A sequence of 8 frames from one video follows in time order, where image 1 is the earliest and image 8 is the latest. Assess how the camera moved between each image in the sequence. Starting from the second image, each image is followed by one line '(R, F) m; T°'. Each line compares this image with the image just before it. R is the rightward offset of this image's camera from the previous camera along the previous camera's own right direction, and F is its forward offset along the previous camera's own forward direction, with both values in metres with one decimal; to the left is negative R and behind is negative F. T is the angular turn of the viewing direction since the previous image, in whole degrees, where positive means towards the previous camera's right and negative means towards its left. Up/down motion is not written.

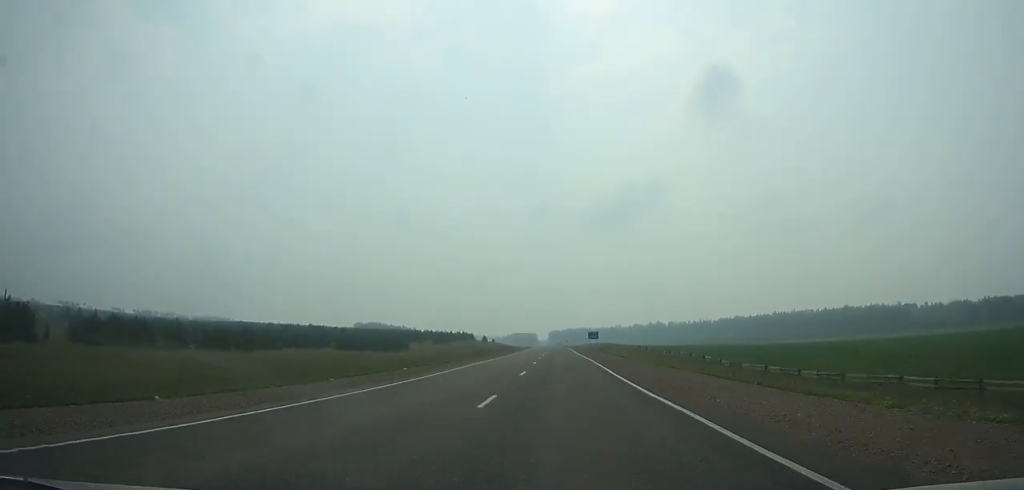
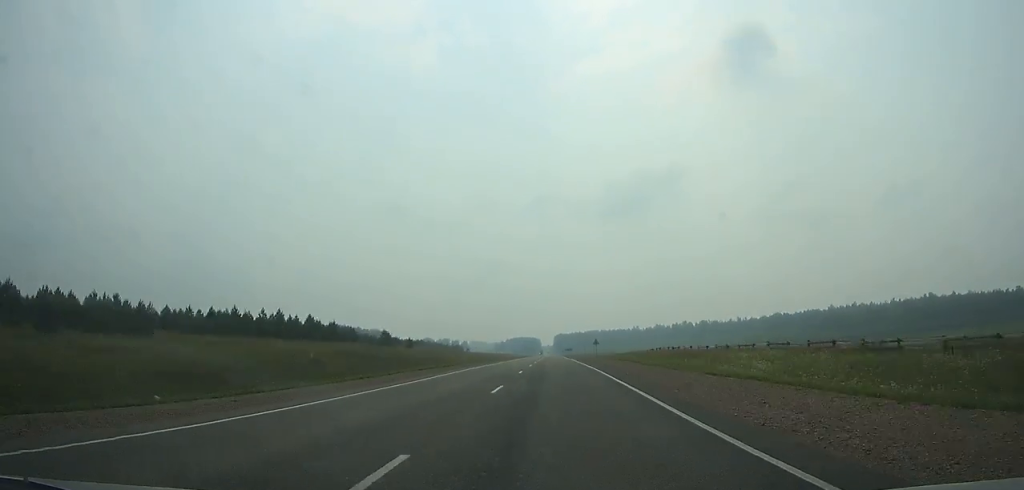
(-0.9, +145.1) m; 0°
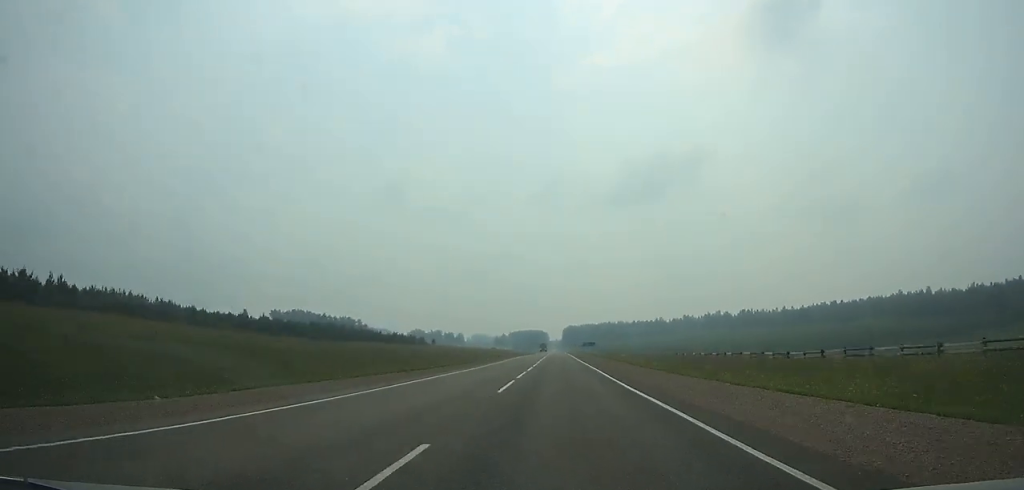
(-0.1, +114.6) m; 0°
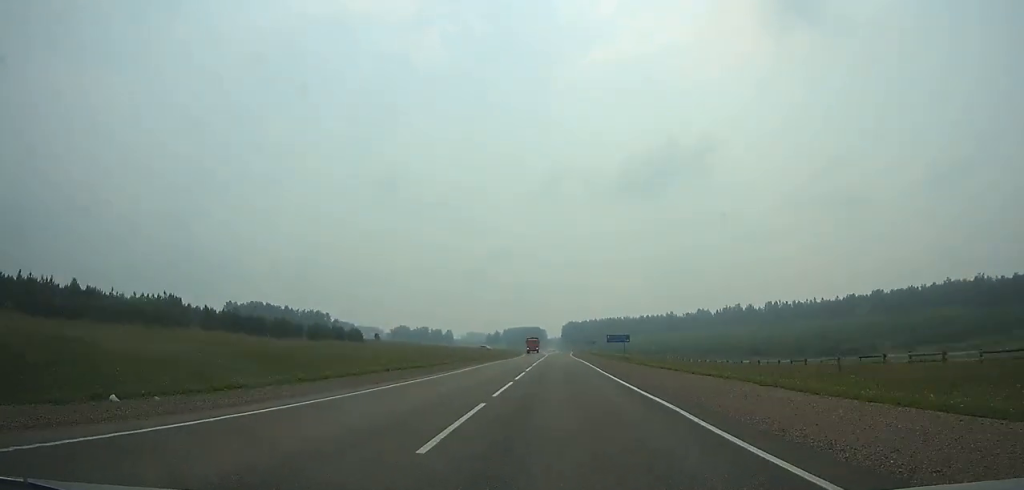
(-0.1, +71.7) m; 0°
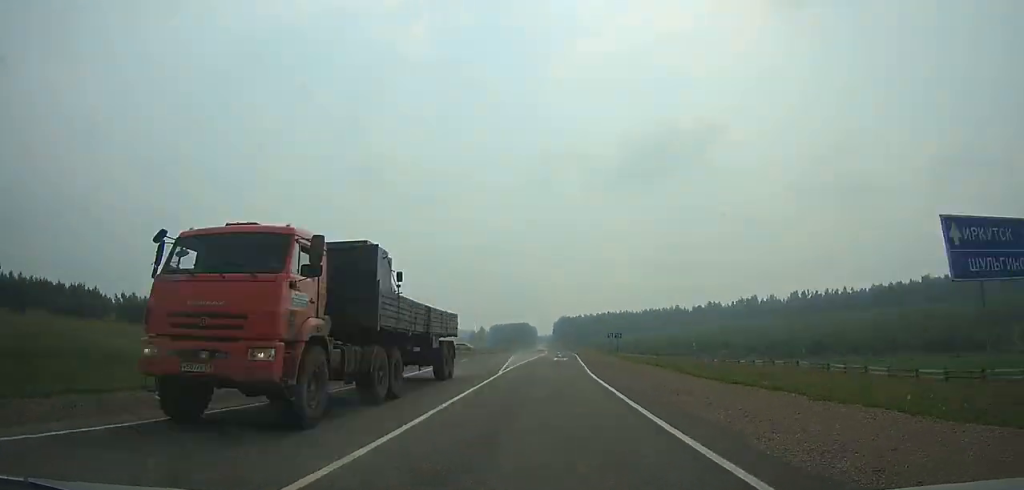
(0.0, +71.5) m; 0°
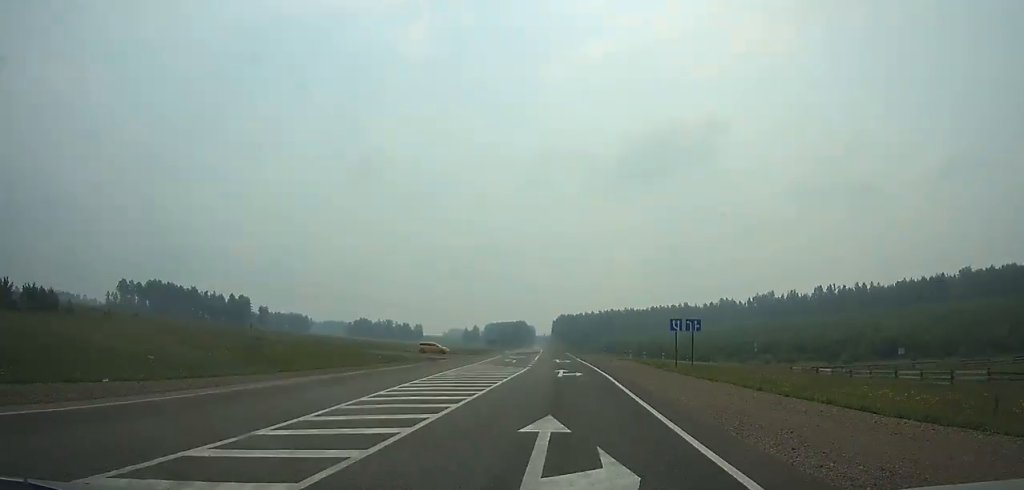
(0.0, +42.2) m; 0°
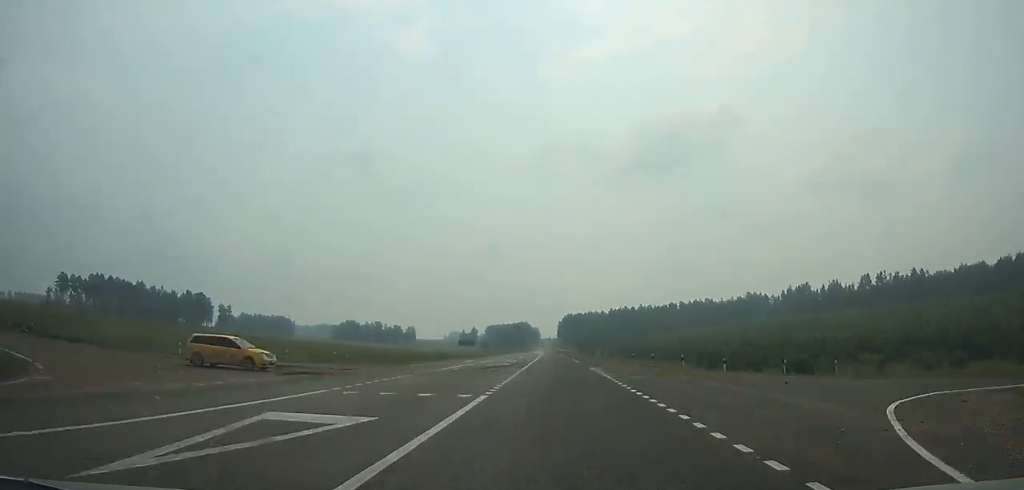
(+0.2, +58.3) m; 0°
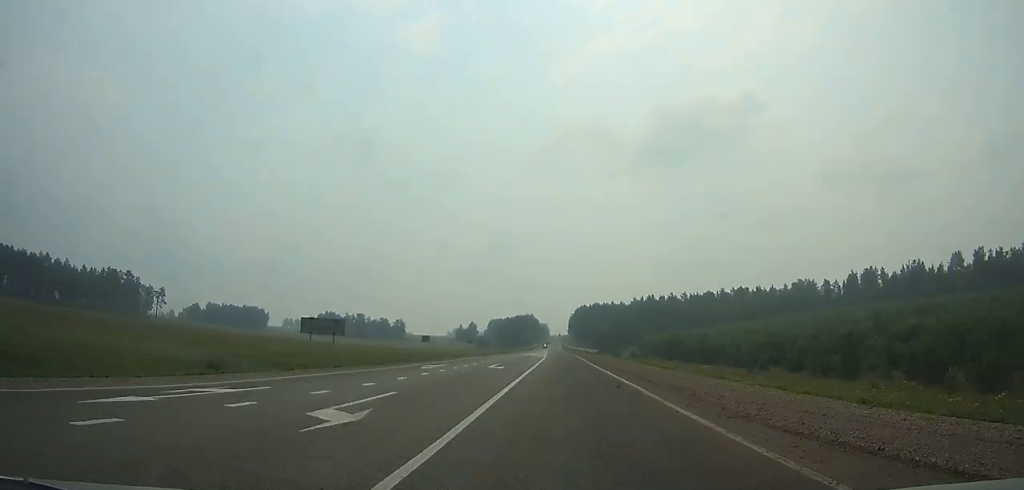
(-0.7, +80.9) m; 0°
